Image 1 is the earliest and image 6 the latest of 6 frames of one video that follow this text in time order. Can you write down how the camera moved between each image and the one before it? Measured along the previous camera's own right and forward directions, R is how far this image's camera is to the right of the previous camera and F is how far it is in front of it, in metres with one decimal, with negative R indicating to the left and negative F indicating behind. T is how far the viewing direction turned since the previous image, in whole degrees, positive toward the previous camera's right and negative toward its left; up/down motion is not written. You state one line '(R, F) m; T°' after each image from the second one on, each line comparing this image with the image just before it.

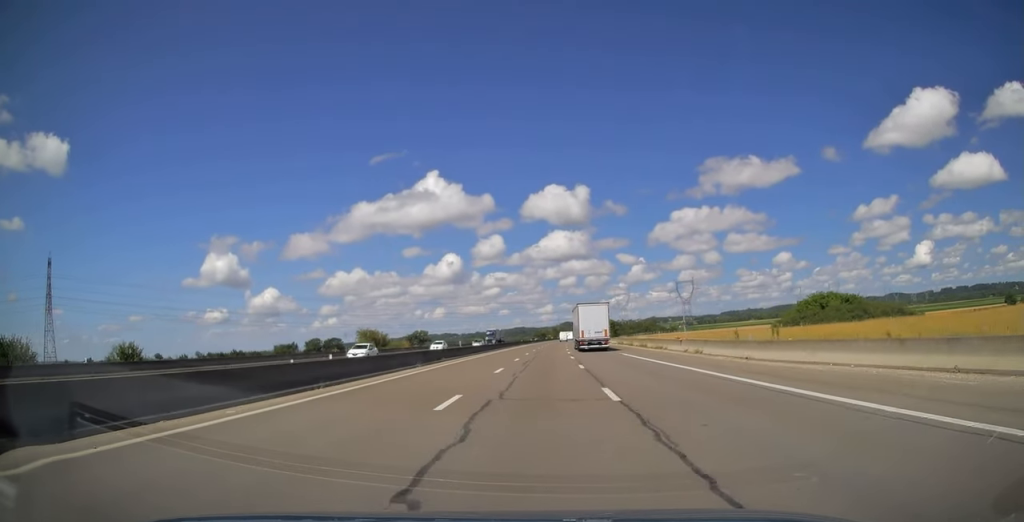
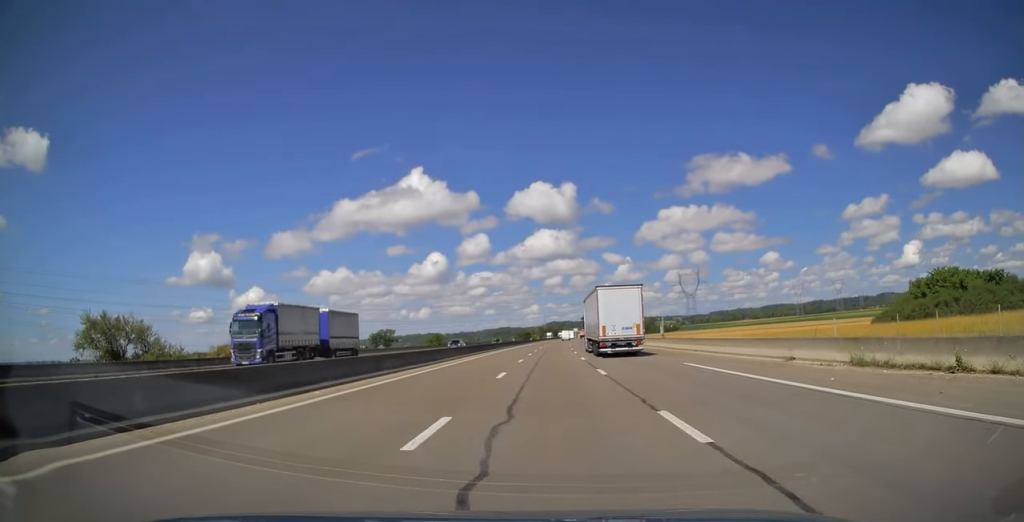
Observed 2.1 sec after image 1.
(+0.8, +67.9) m; +1°
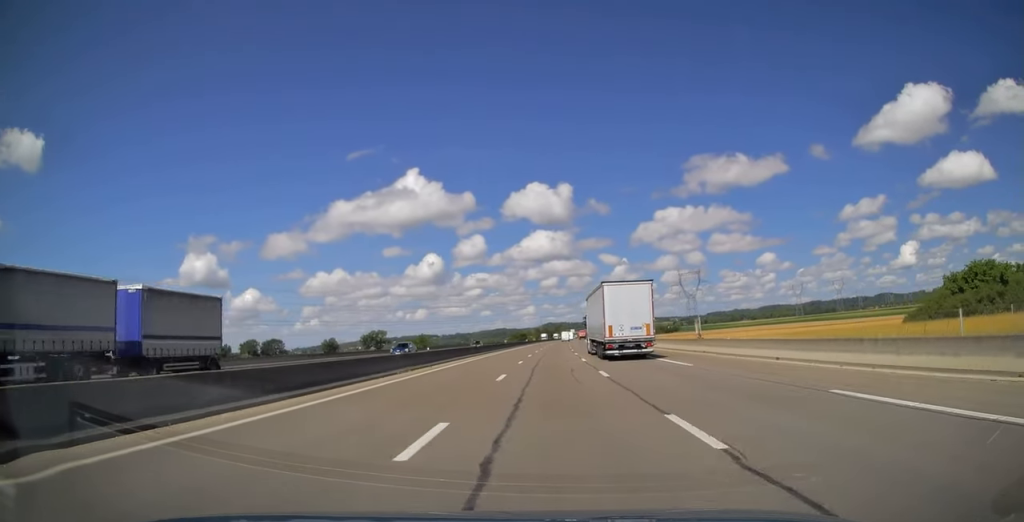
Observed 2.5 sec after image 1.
(+0.1, +13.4) m; +1°
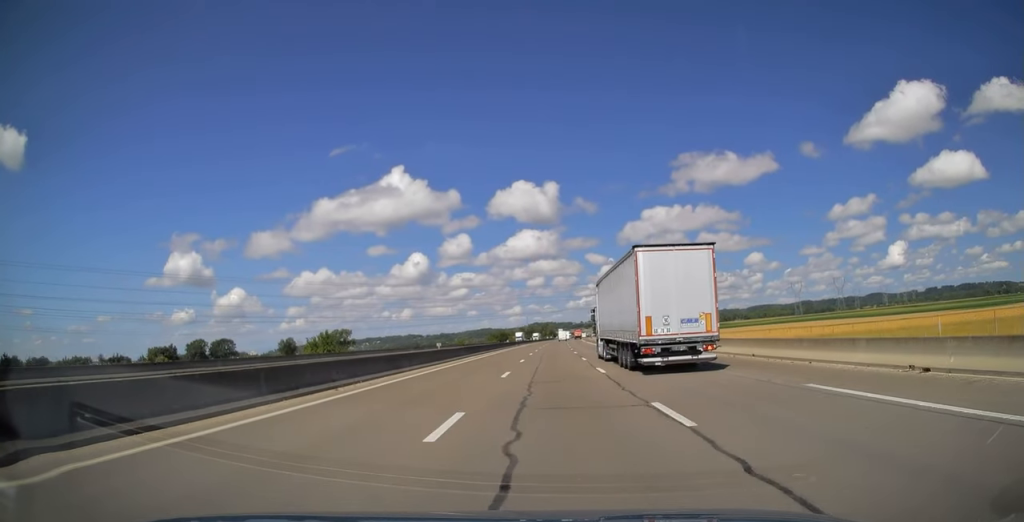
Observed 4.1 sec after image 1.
(+0.9, +49.6) m; +1°
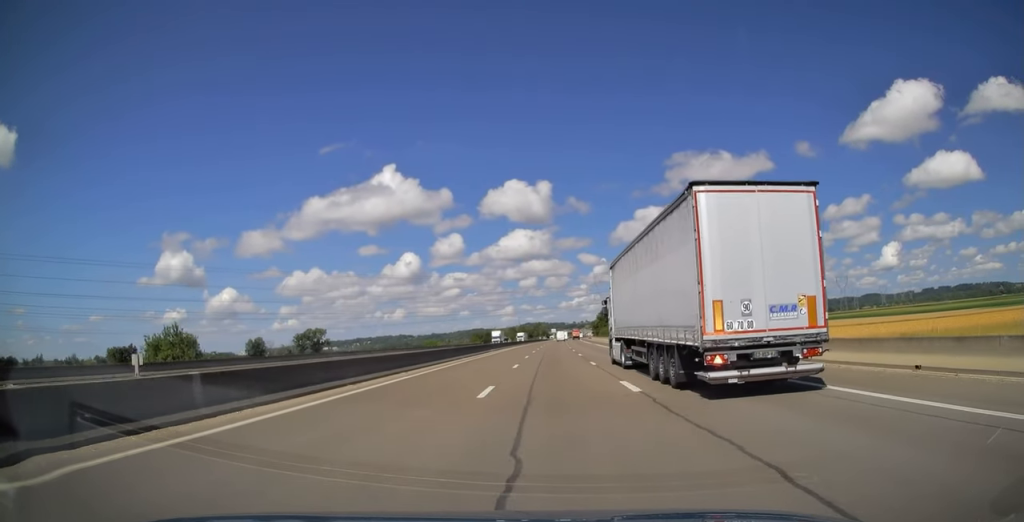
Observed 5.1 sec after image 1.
(0.0, +32.6) m; 0°
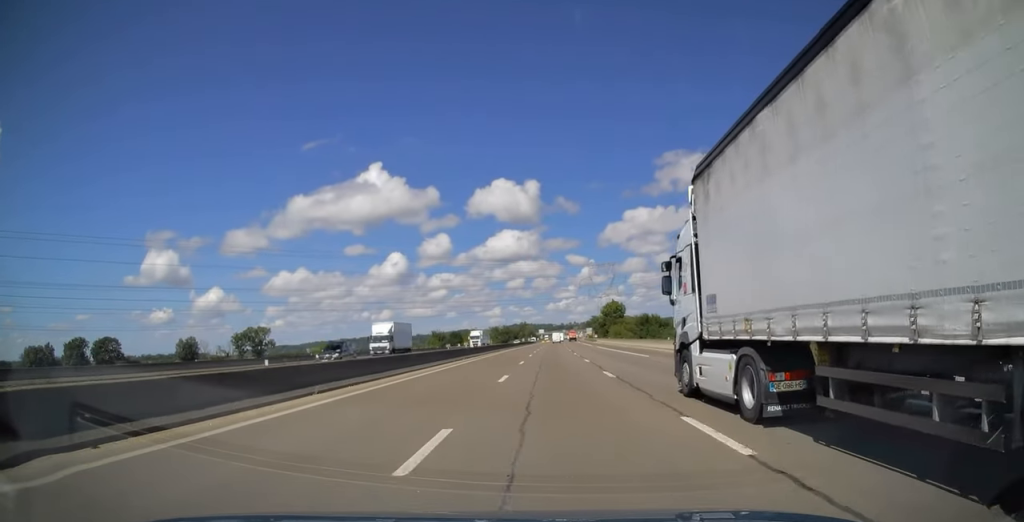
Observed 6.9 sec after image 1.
(+0.7, +58.8) m; +1°
